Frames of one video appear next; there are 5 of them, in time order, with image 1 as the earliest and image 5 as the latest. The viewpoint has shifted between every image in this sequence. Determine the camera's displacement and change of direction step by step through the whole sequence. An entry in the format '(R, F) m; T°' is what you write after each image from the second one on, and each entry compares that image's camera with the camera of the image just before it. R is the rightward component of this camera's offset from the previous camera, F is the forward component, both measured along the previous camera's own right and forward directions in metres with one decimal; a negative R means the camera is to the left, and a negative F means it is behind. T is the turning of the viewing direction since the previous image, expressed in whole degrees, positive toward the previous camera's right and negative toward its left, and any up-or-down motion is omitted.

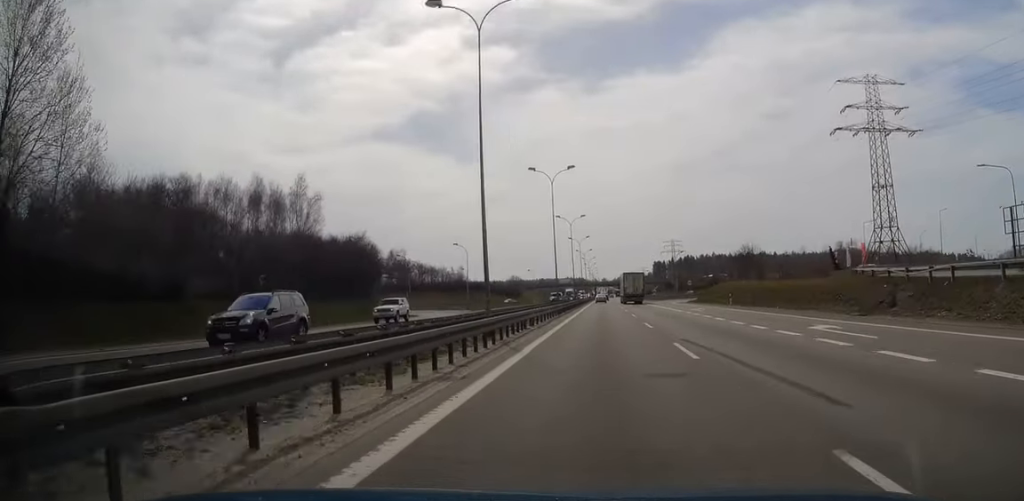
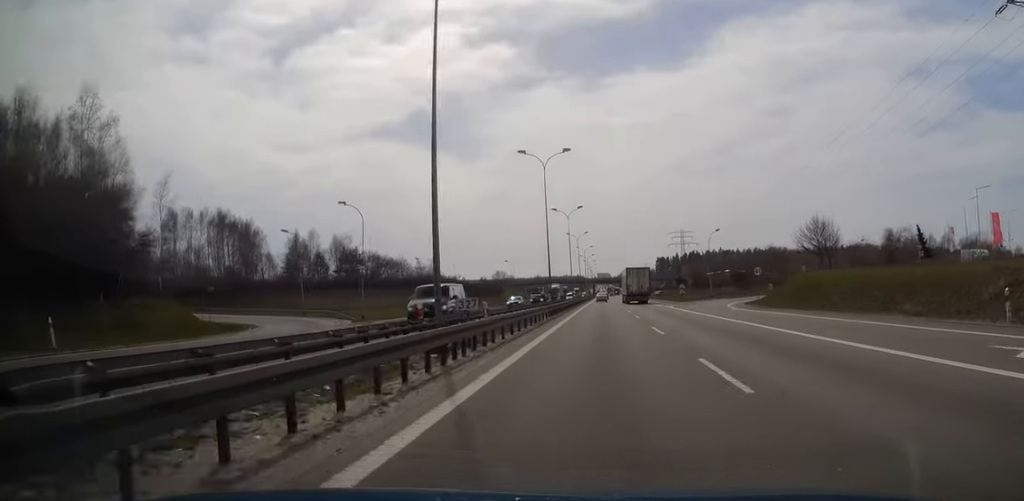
(0.0, +41.9) m; 0°
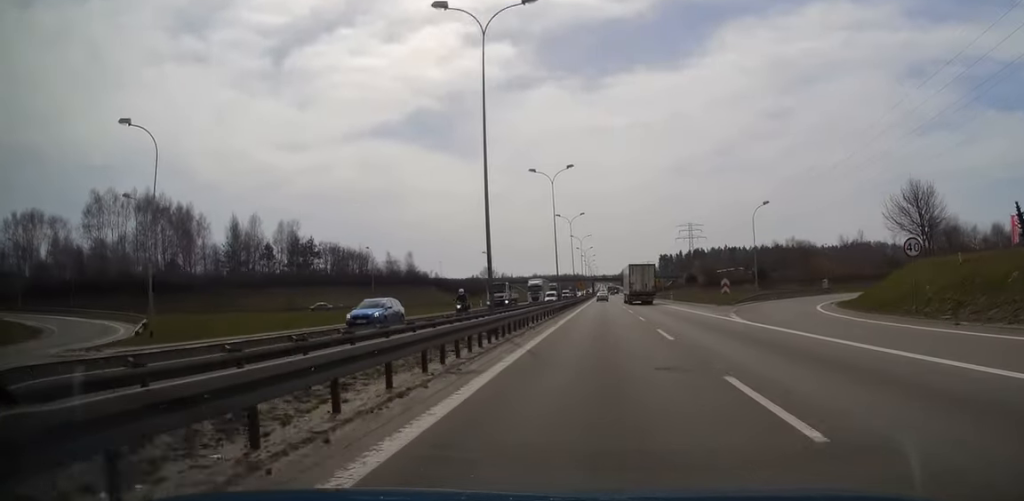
(0.0, +27.4) m; 0°
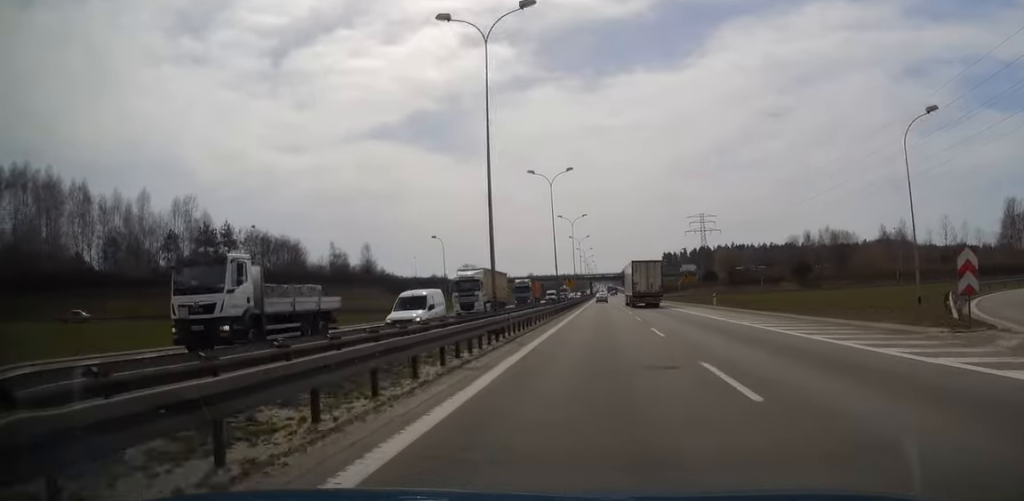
(+0.1, +34.6) m; 0°
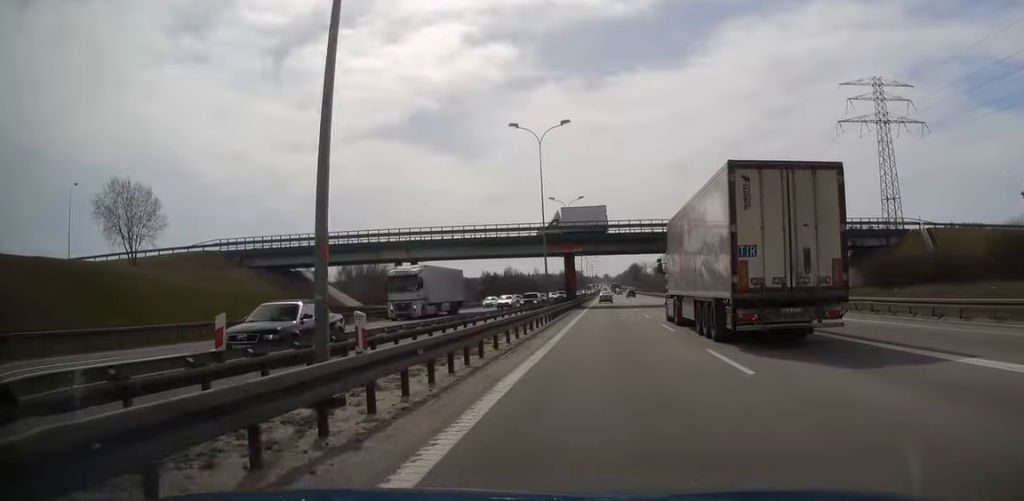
(-0.3, +156.0) m; 0°
